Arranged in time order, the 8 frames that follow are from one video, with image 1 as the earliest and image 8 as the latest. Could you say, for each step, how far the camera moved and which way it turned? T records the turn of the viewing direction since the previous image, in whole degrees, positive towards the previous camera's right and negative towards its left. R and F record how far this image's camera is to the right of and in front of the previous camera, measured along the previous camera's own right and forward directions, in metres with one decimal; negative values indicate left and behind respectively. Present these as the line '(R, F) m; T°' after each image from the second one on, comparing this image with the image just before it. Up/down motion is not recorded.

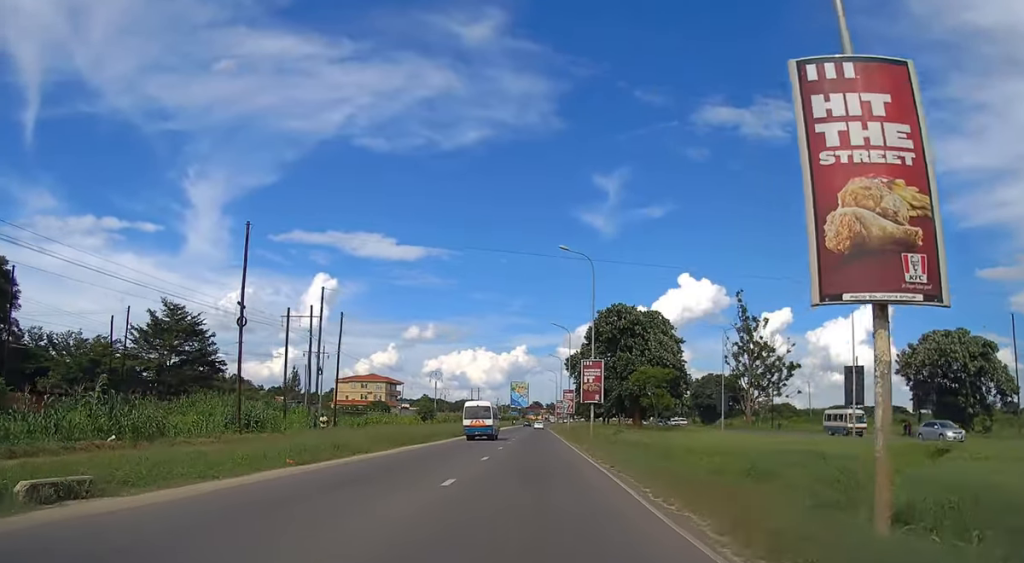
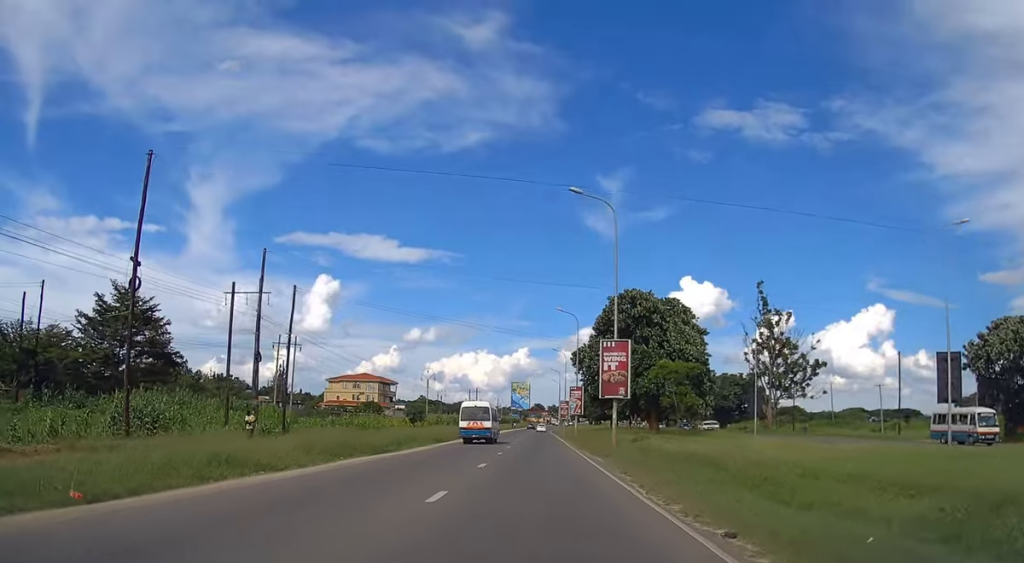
(0.0, +11.8) m; 0°
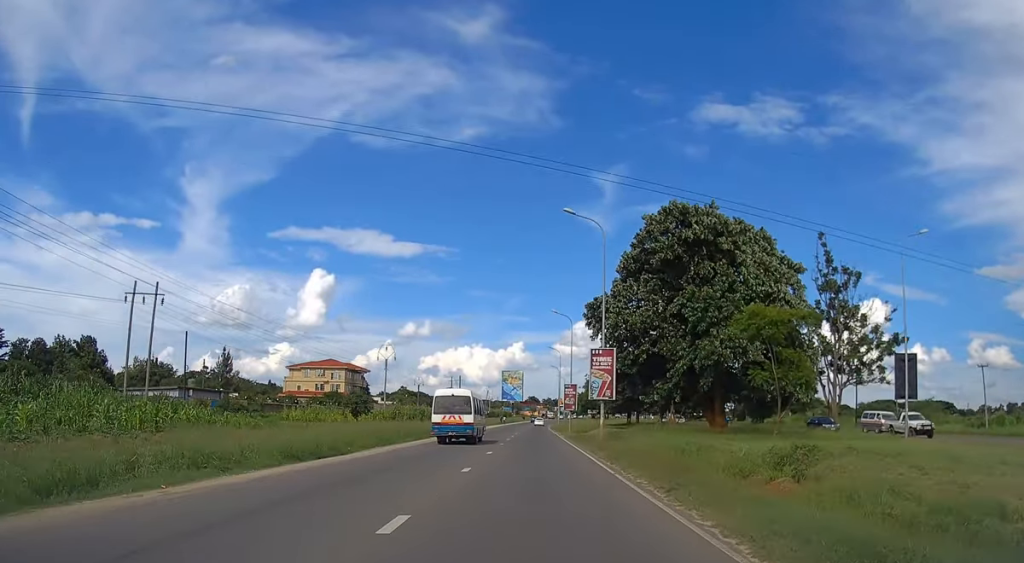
(-0.2, +30.6) m; 0°
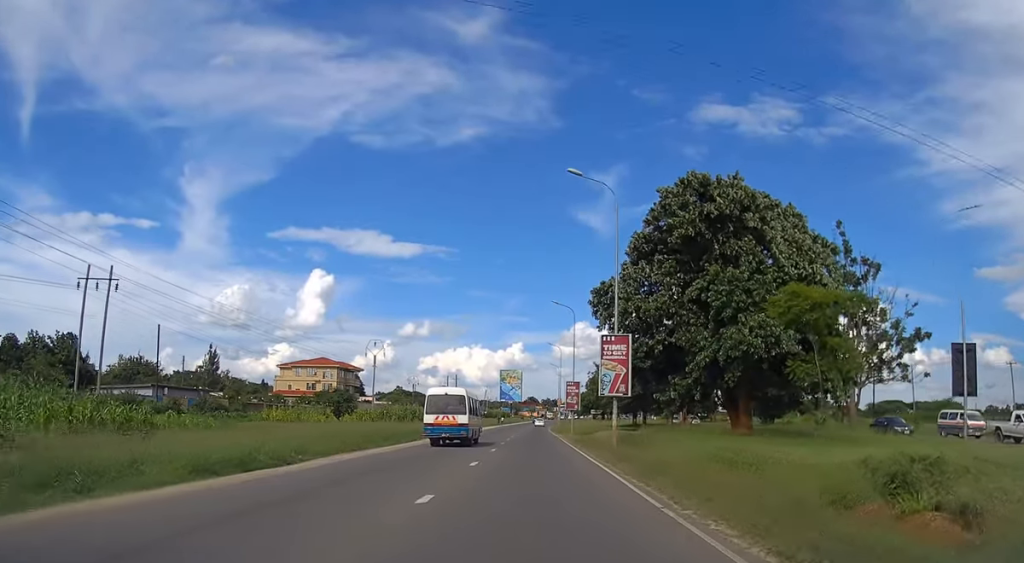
(0.0, +6.4) m; 0°
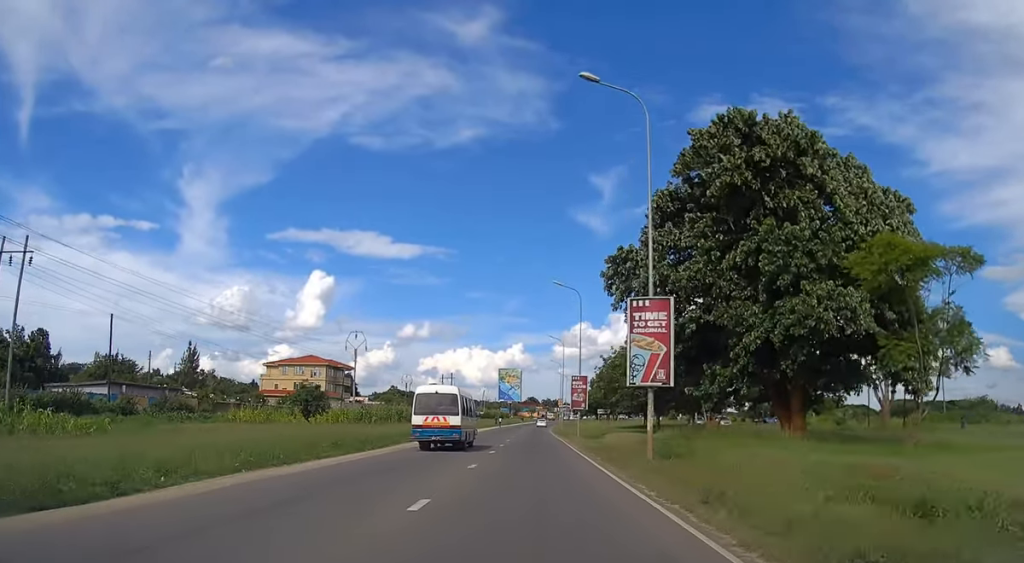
(0.0, +9.6) m; 0°
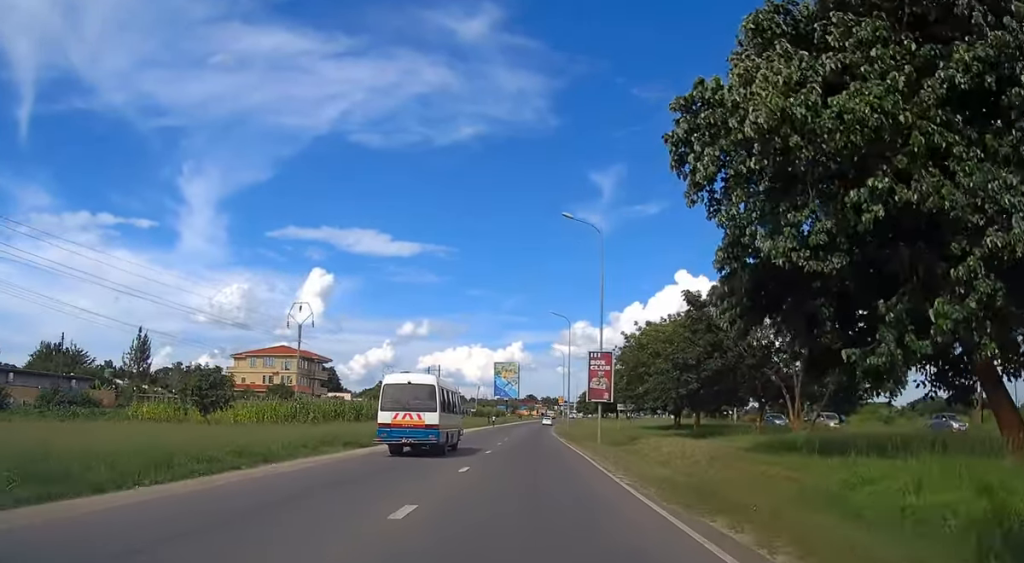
(0.0, +19.0) m; 0°
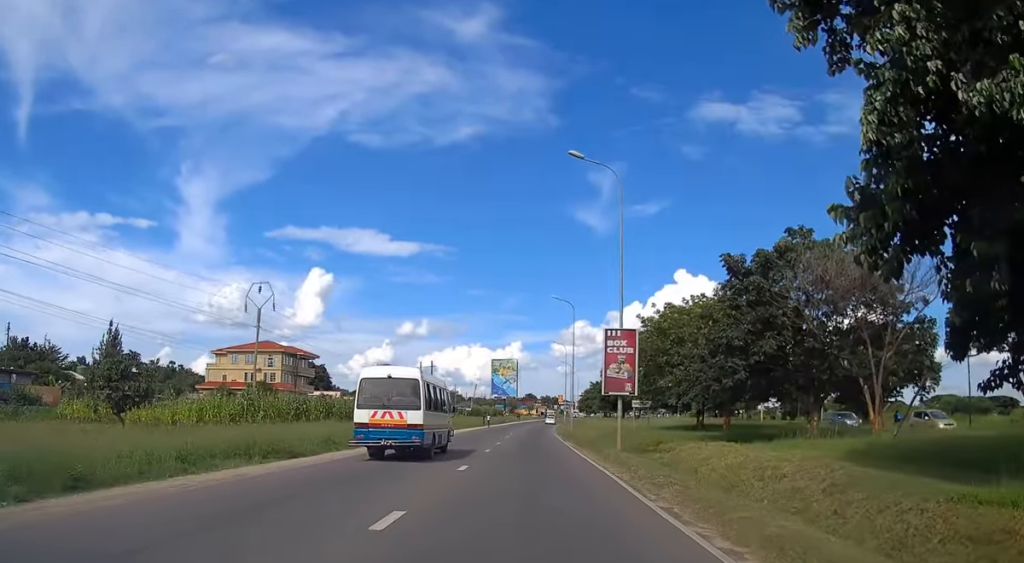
(0.0, +9.2) m; 0°
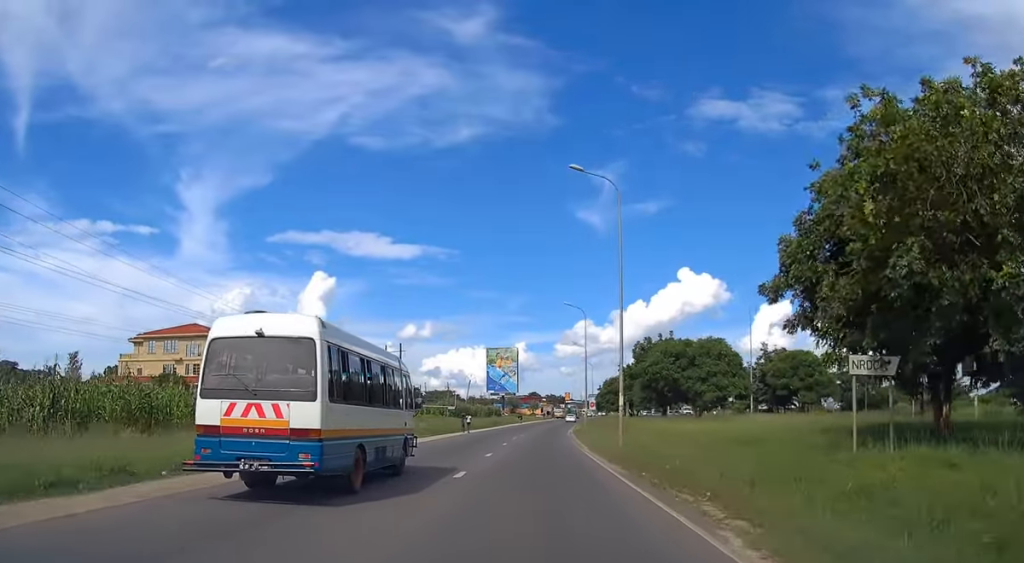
(+0.3, +33.7) m; 0°
